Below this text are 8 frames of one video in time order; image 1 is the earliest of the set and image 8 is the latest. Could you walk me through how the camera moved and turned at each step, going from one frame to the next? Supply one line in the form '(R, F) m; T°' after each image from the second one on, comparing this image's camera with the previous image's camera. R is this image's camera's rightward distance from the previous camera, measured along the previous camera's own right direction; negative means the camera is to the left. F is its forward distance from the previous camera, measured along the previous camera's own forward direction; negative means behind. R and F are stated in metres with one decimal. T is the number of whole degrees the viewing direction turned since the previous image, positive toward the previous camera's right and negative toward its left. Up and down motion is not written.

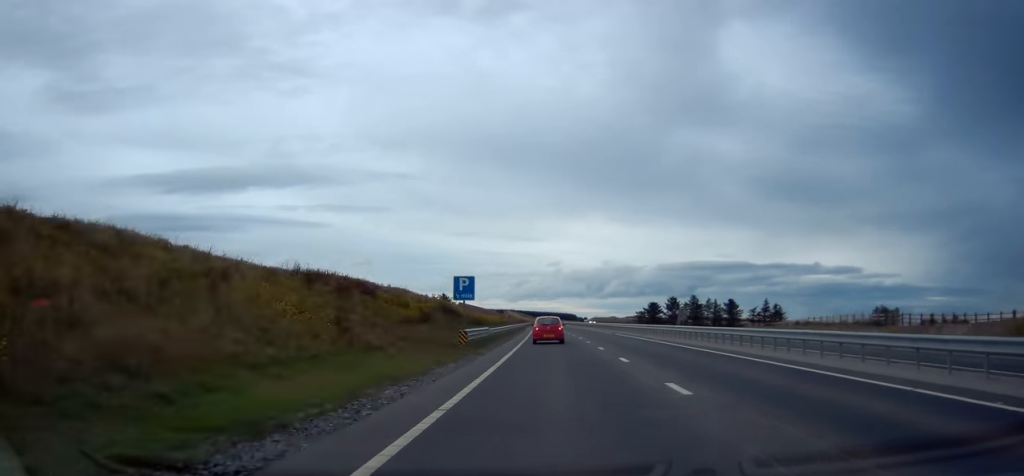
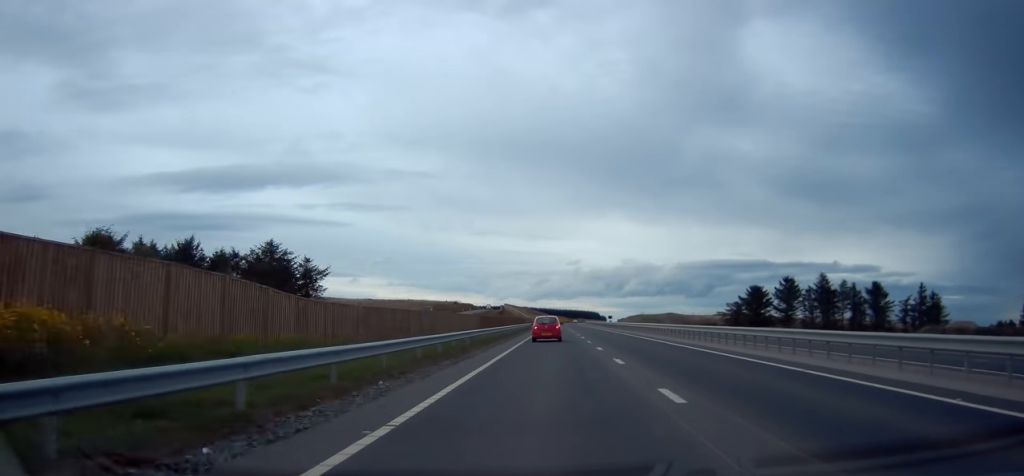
(-2.7, +125.8) m; -1°
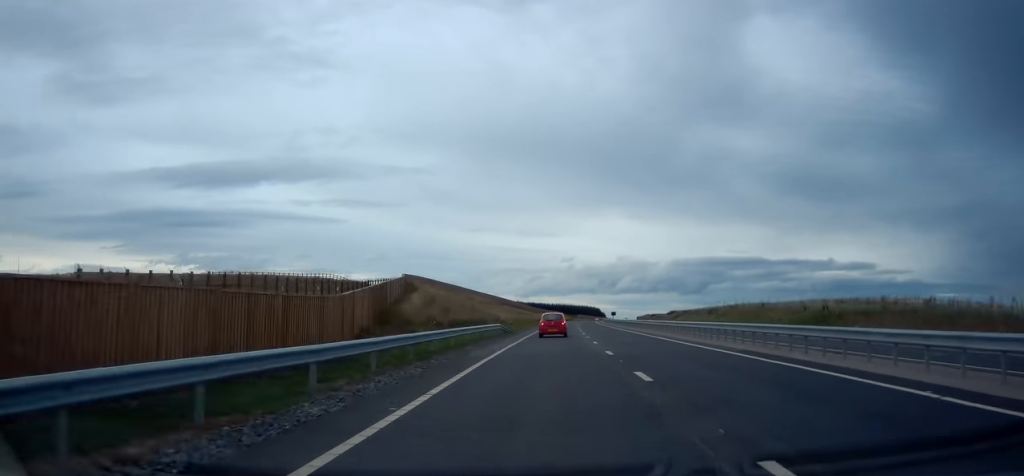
(+0.2, +139.3) m; +1°
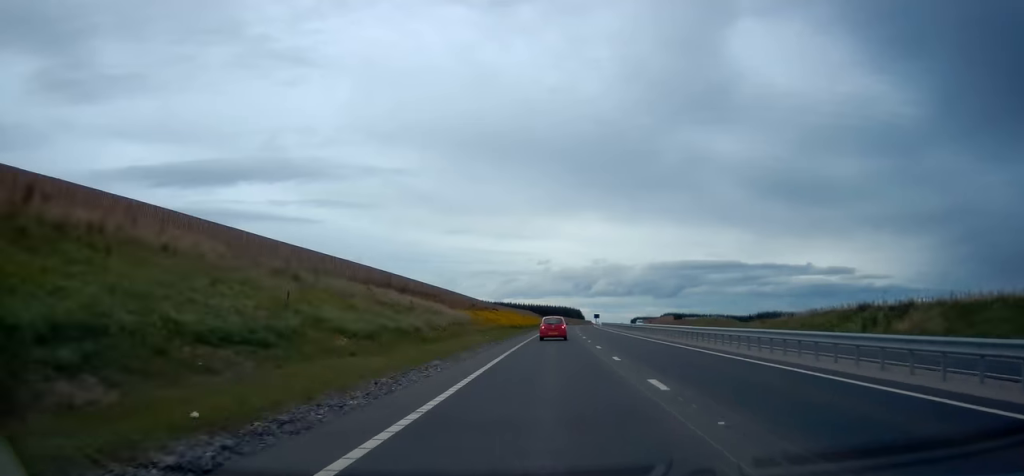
(+0.3, +97.0) m; +1°
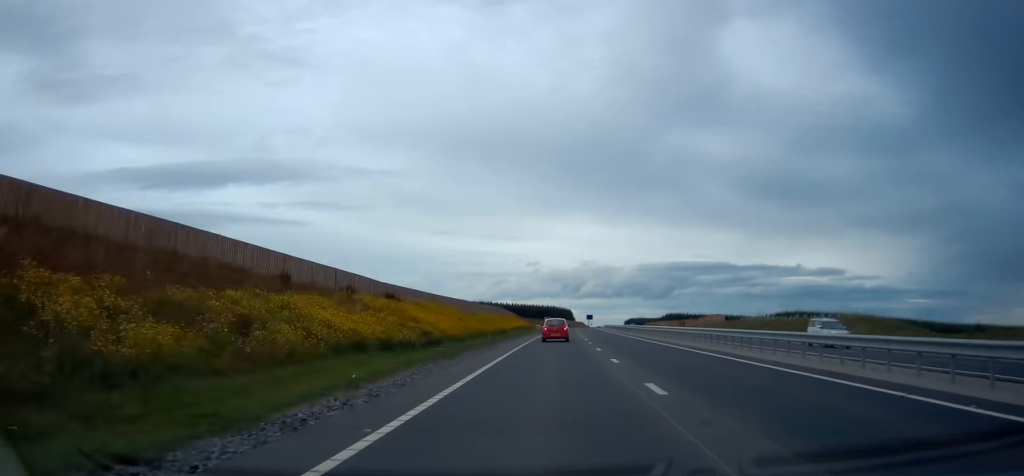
(+1.0, +60.4) m; +1°
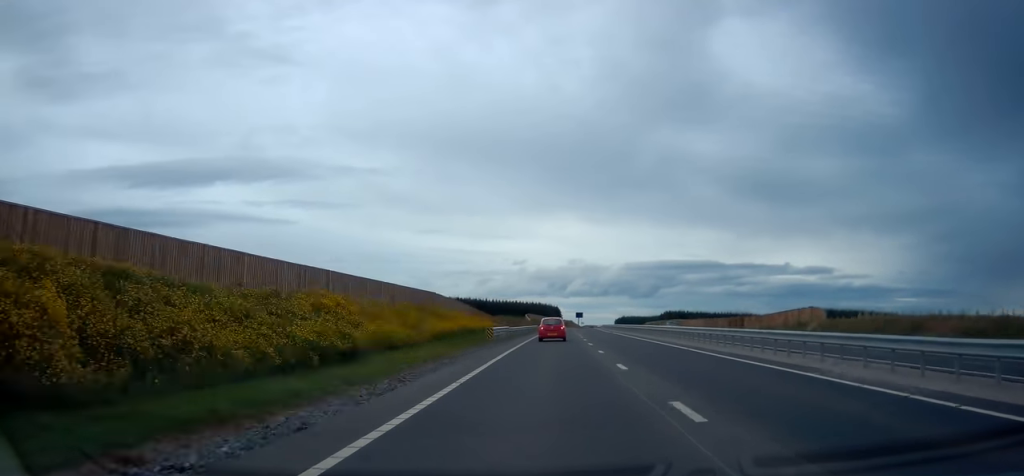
(+0.1, +45.2) m; +1°
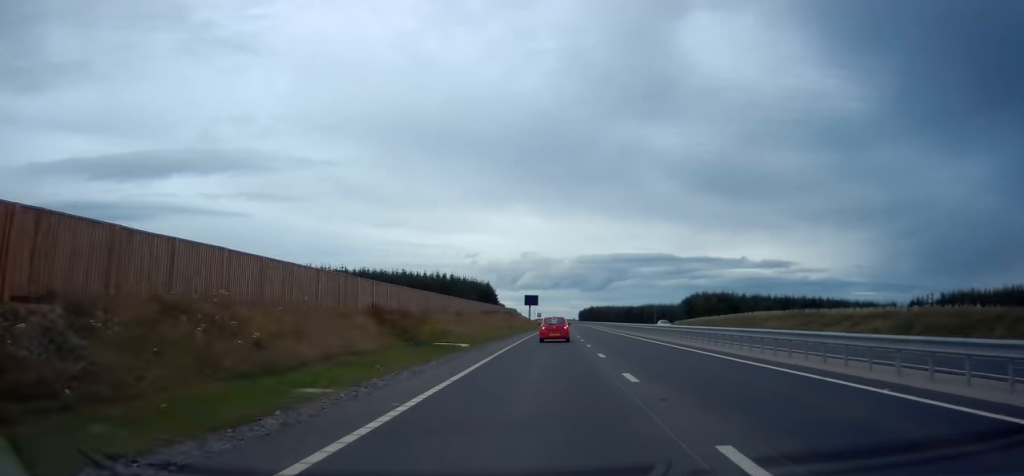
(+8.6, +213.2) m; +4°
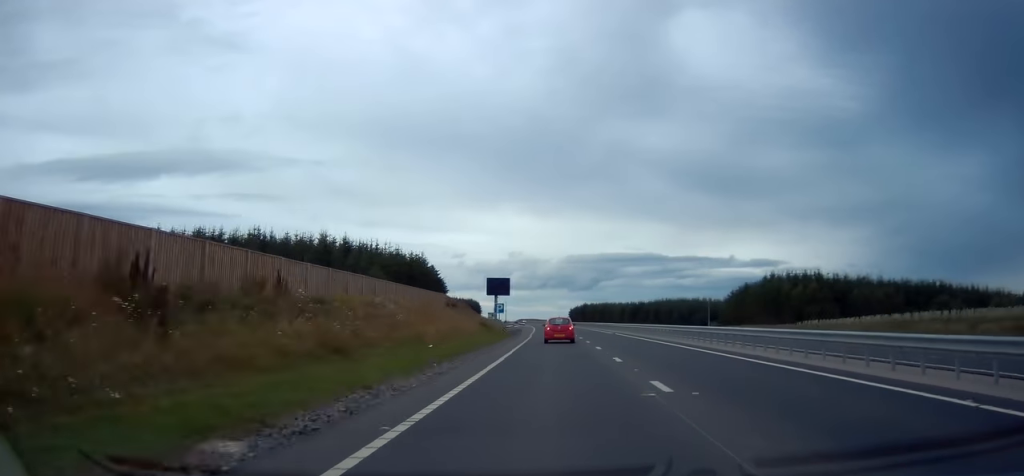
(+1.1, +89.8) m; +1°
